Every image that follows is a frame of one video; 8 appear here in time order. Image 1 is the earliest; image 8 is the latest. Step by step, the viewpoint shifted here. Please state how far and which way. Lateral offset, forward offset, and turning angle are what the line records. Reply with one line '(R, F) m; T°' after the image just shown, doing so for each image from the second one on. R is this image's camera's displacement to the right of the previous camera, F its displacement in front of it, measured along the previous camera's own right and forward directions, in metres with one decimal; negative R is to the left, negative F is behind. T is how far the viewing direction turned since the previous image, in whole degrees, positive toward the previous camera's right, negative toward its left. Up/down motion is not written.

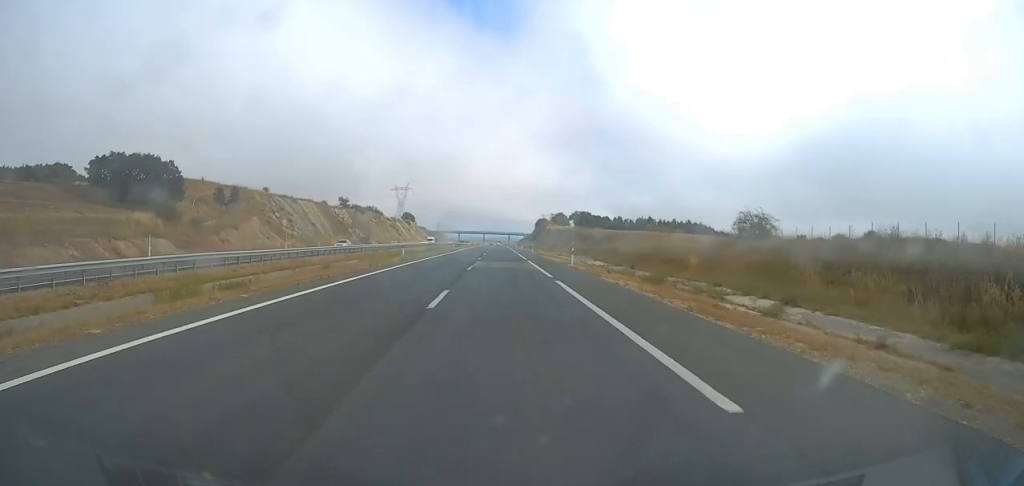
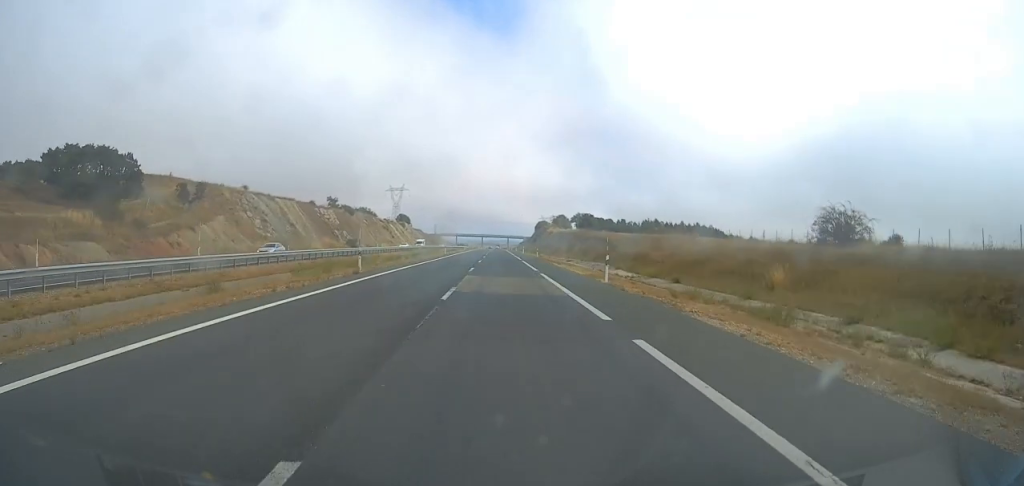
(-0.1, +14.5) m; 0°
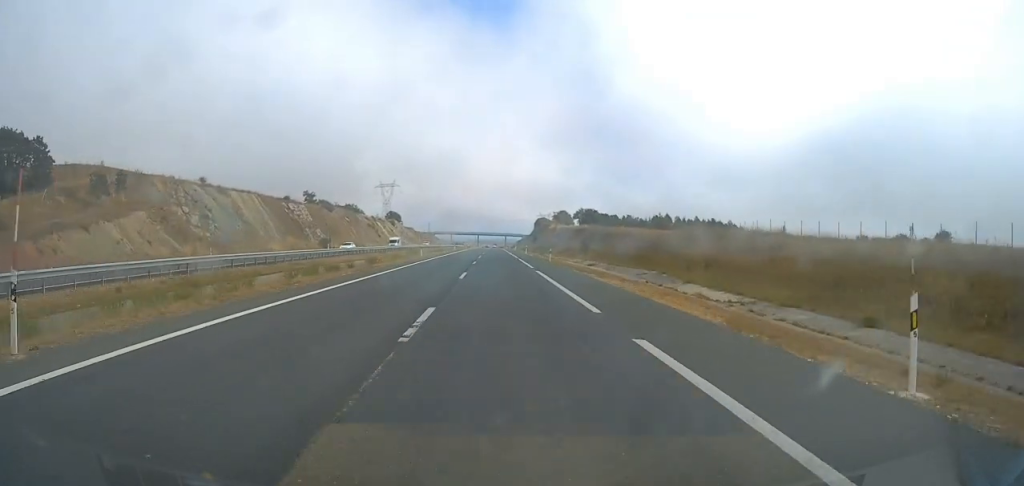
(0.0, +23.8) m; 0°
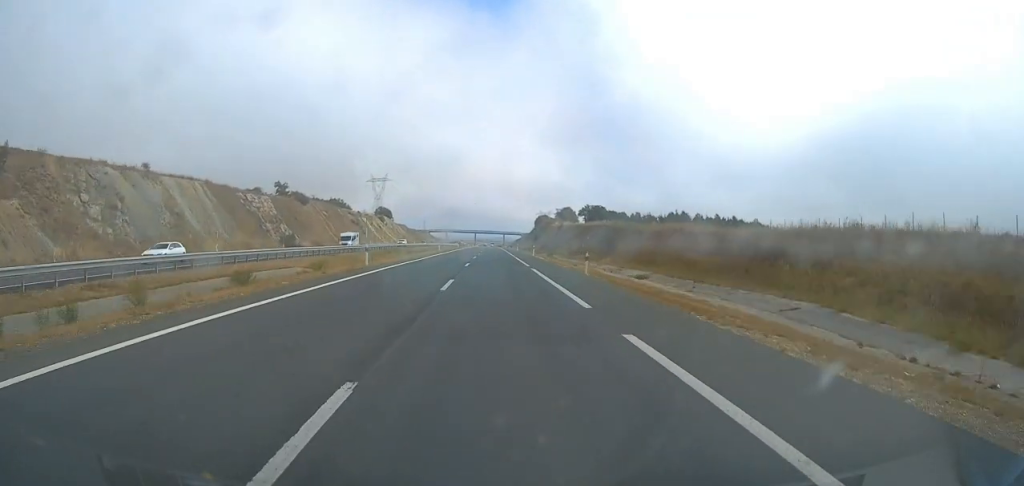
(+0.1, +24.8) m; 0°
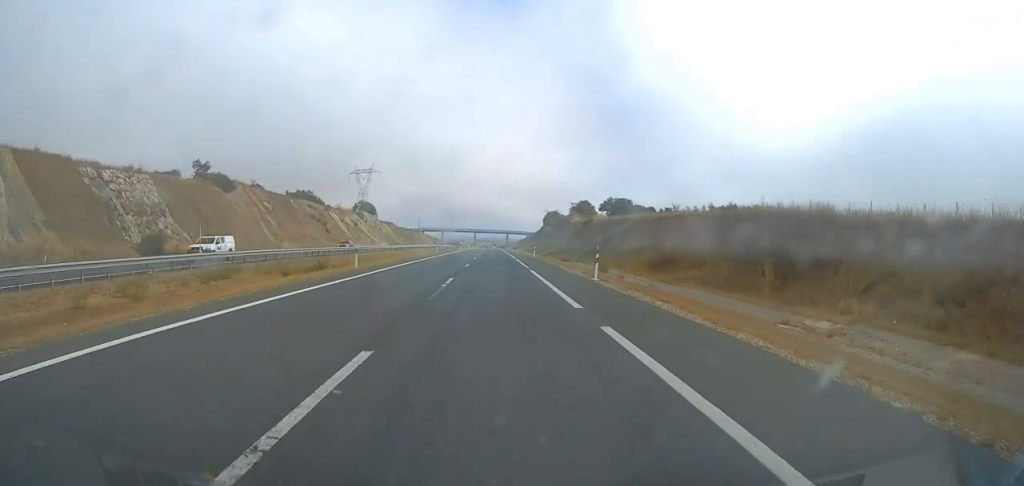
(0.0, +49.9) m; 0°
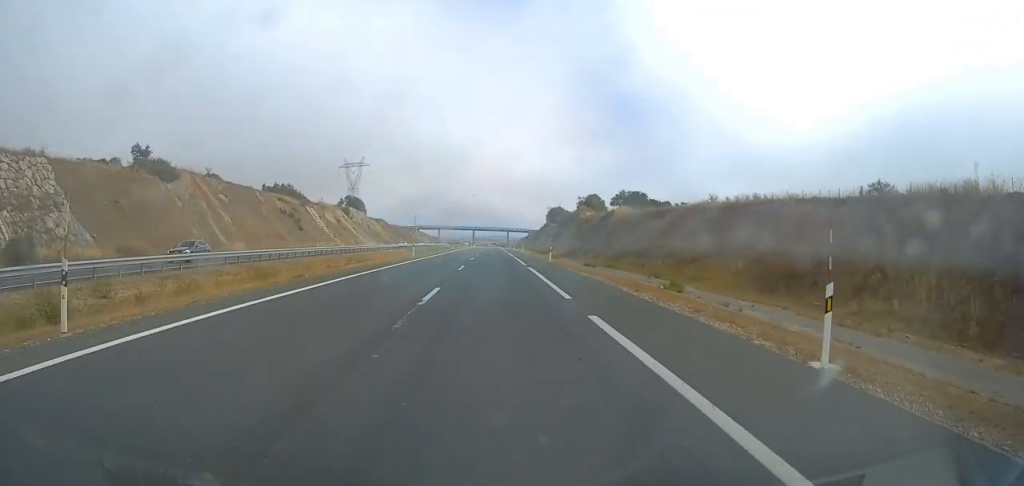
(0.0, +23.1) m; 0°
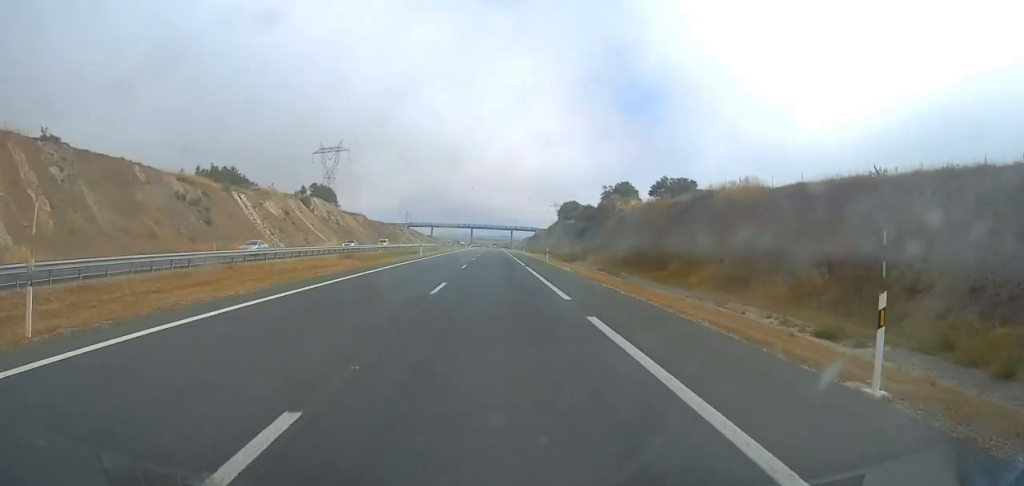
(+0.1, +49.0) m; 0°
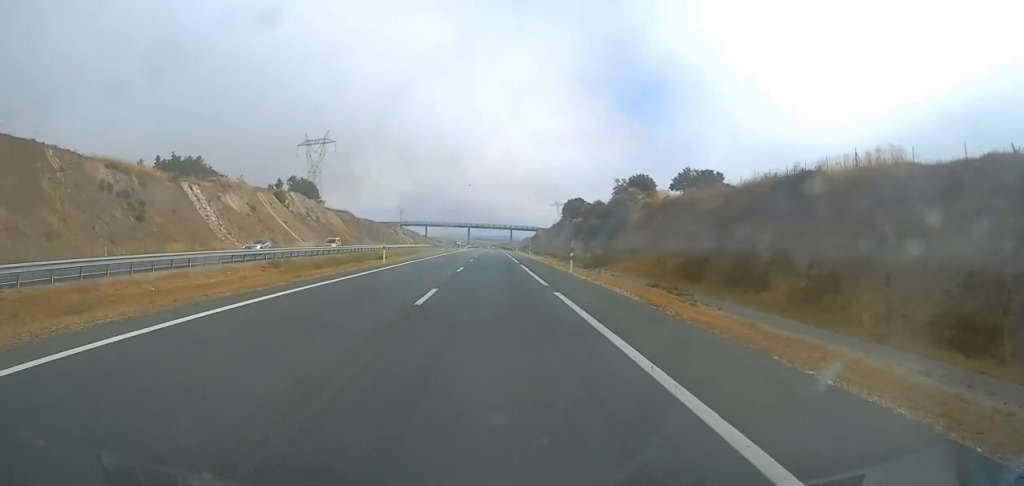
(+0.1, +19.7) m; 0°
